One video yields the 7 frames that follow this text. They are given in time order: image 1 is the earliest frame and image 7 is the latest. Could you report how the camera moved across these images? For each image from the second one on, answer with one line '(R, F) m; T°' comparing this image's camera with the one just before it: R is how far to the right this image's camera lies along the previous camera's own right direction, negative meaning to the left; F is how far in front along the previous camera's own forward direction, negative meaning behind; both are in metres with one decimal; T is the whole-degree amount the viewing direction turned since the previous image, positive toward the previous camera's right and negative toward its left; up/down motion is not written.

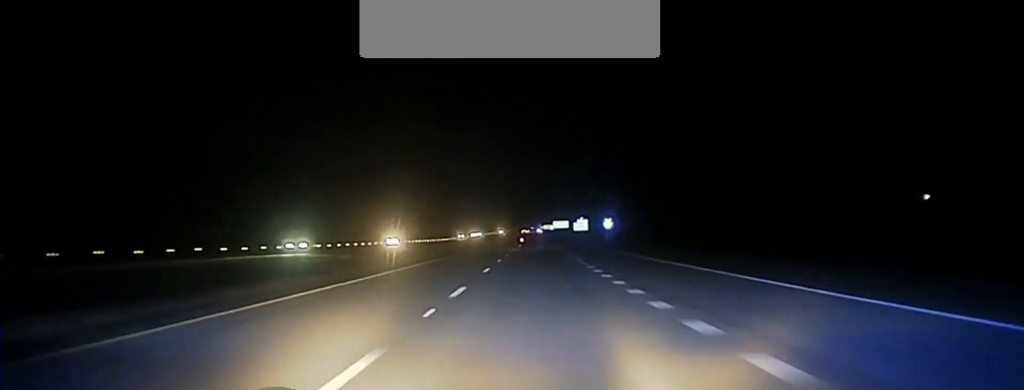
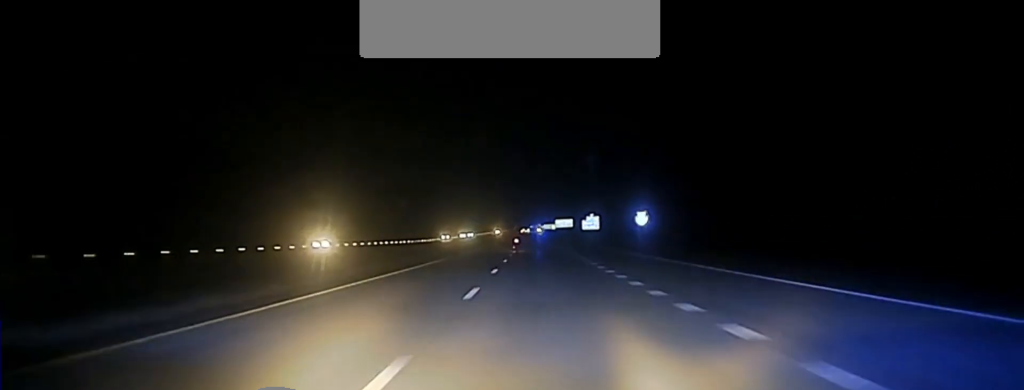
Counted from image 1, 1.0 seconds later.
(0.0, +37.6) m; 0°
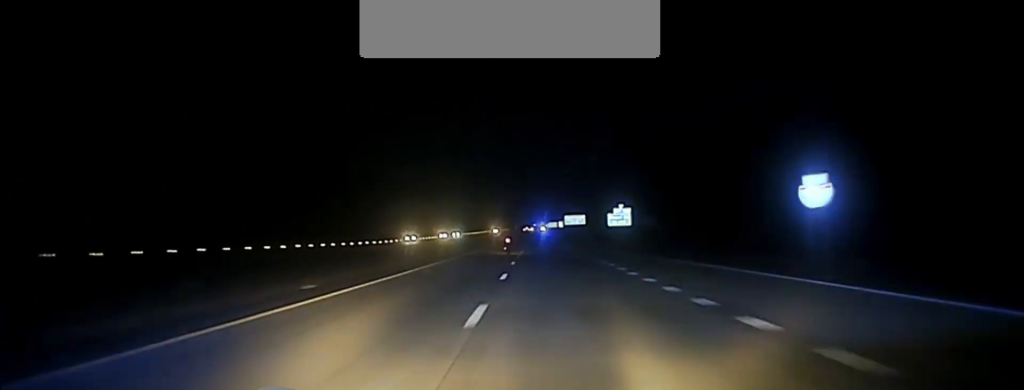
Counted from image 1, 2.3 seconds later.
(-0.2, +50.7) m; 0°
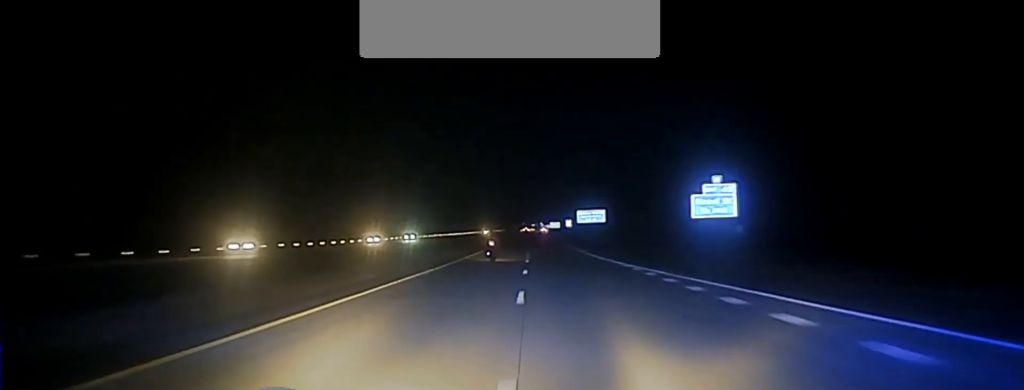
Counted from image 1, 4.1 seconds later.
(+0.3, +64.4) m; 0°
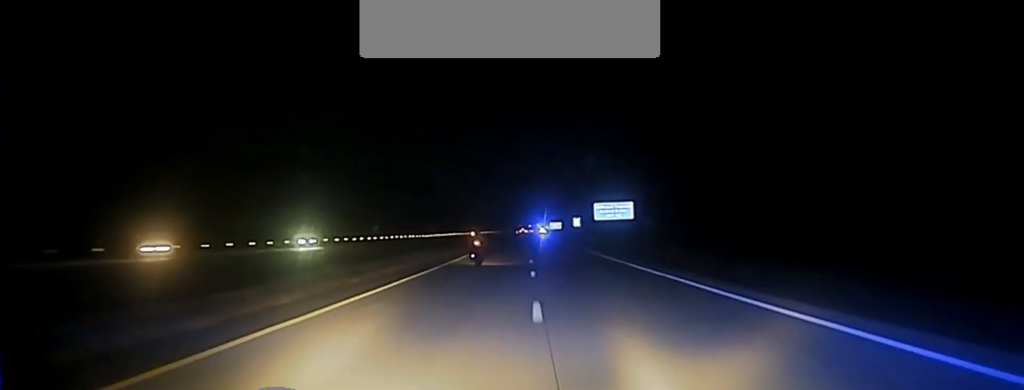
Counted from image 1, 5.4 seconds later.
(0.0, +44.0) m; 0°
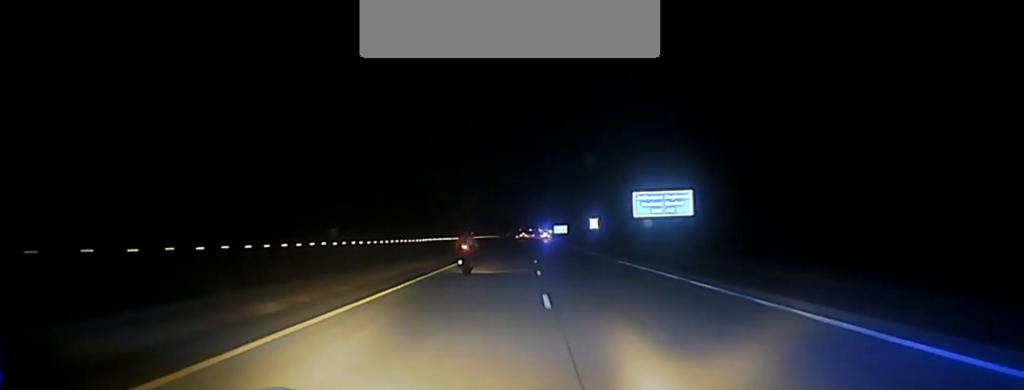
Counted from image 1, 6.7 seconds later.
(+0.1, +44.1) m; 0°
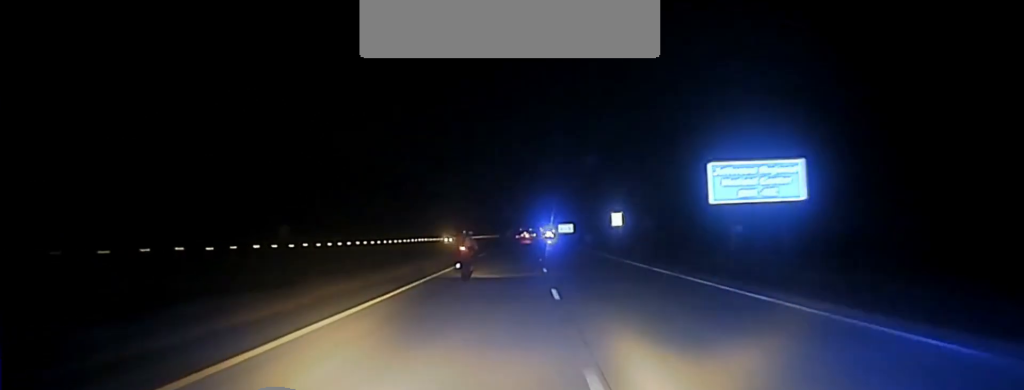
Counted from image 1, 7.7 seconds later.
(+0.1, +38.3) m; 0°
